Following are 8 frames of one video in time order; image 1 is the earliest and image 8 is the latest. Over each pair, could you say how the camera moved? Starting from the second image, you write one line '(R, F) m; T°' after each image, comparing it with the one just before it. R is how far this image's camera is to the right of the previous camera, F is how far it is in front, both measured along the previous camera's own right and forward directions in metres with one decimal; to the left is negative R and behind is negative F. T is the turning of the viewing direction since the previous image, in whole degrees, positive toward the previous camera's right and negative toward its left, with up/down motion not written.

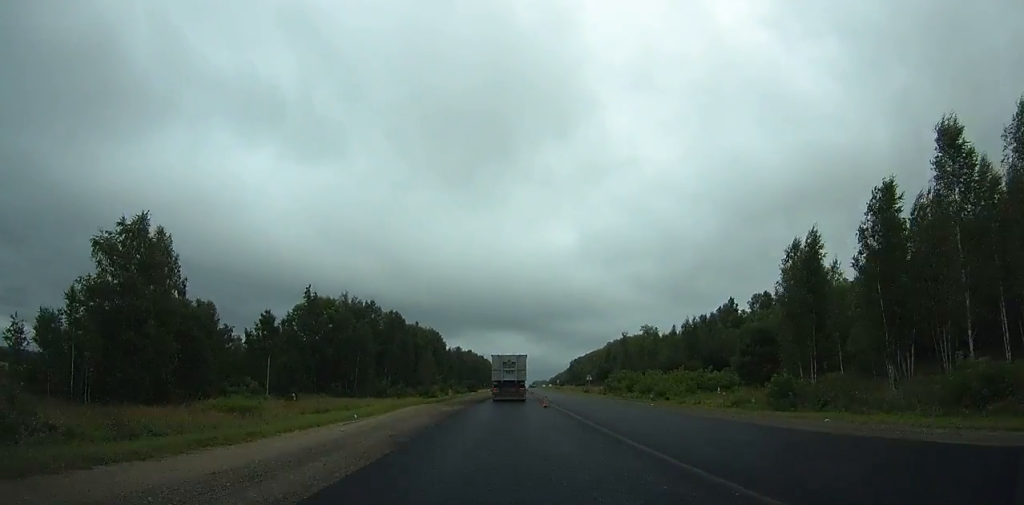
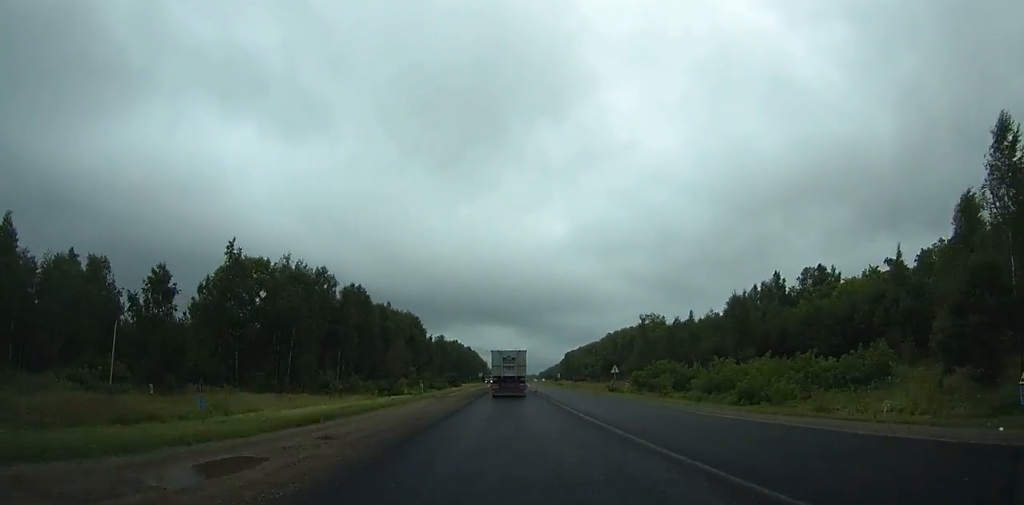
(+0.4, +29.5) m; +1°
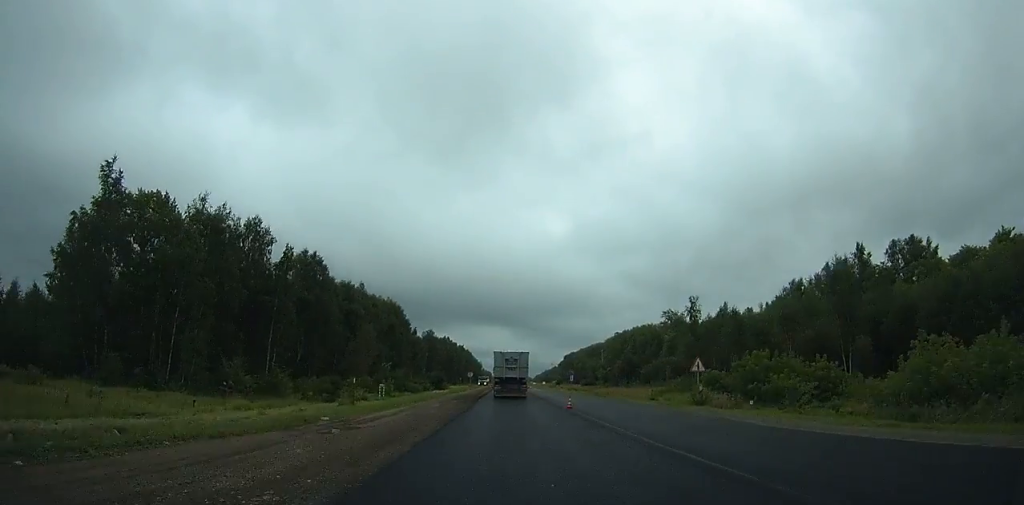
(+0.4, +29.0) m; +1°
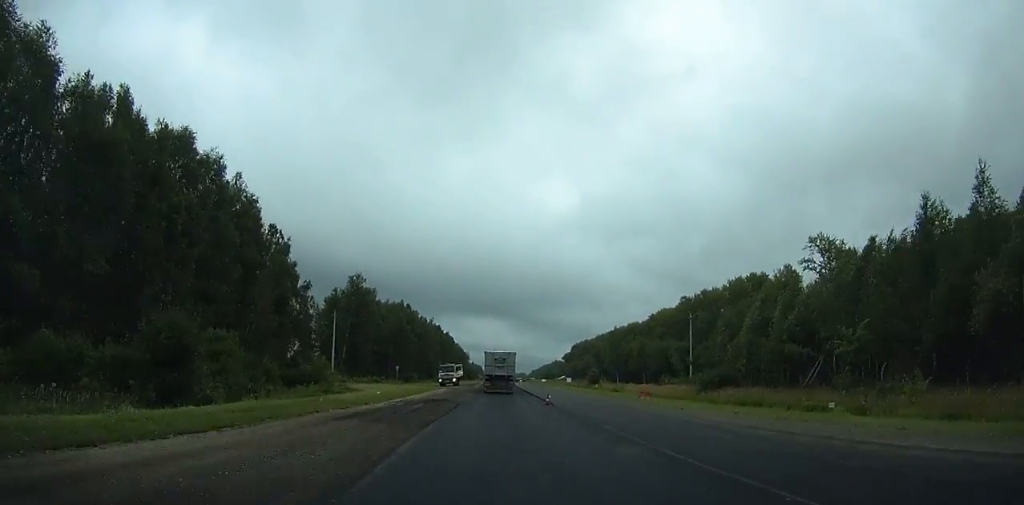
(+1.1, +107.5) m; +1°
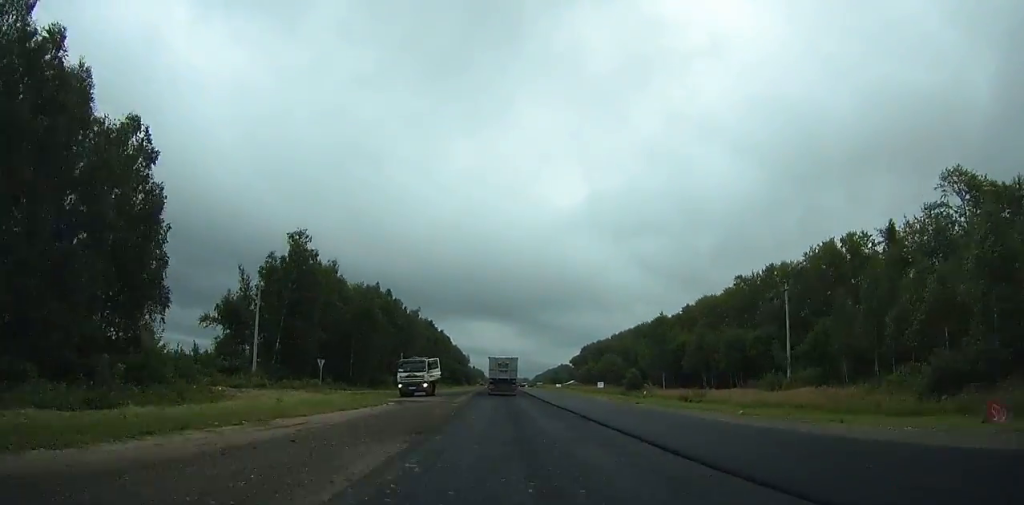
(-0.1, +38.0) m; 0°
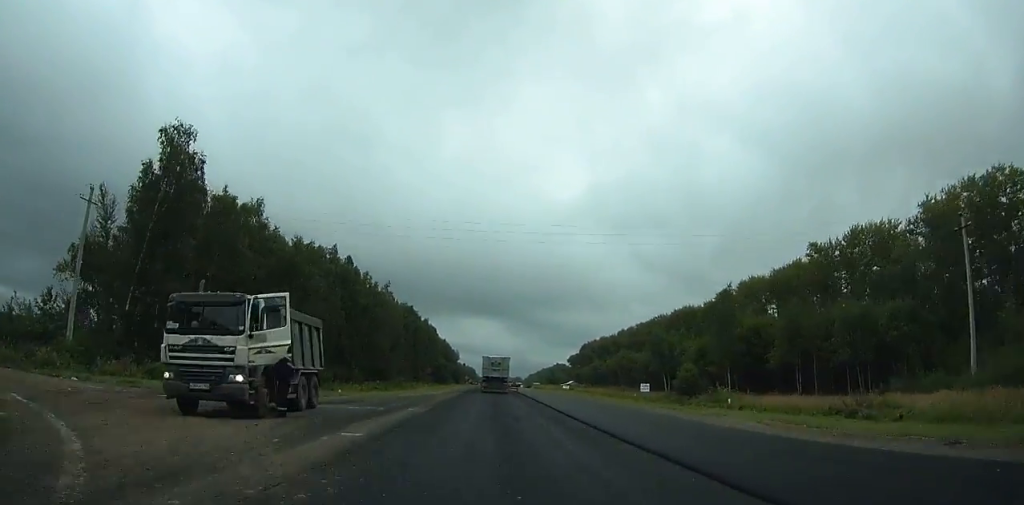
(0.0, +33.7) m; 0°
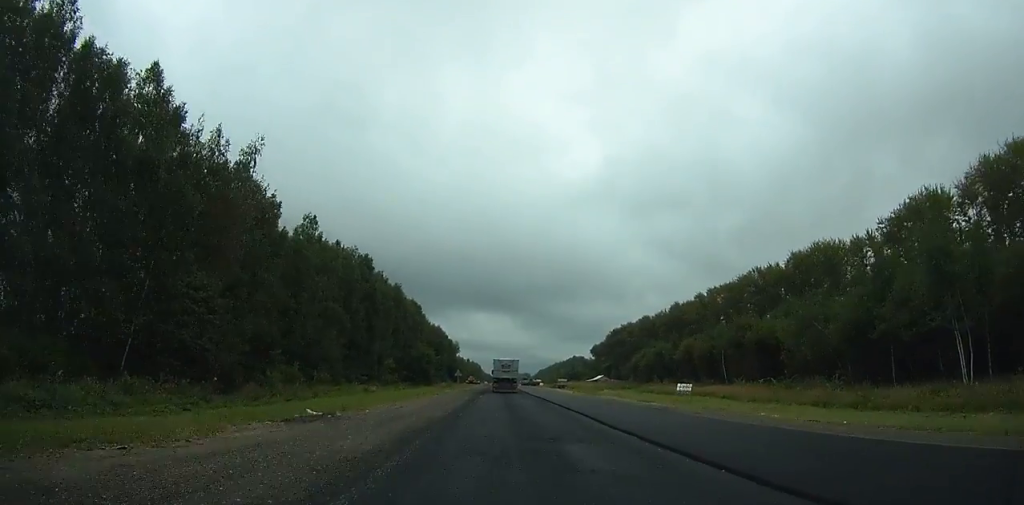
(-0.3, +70.5) m; 0°
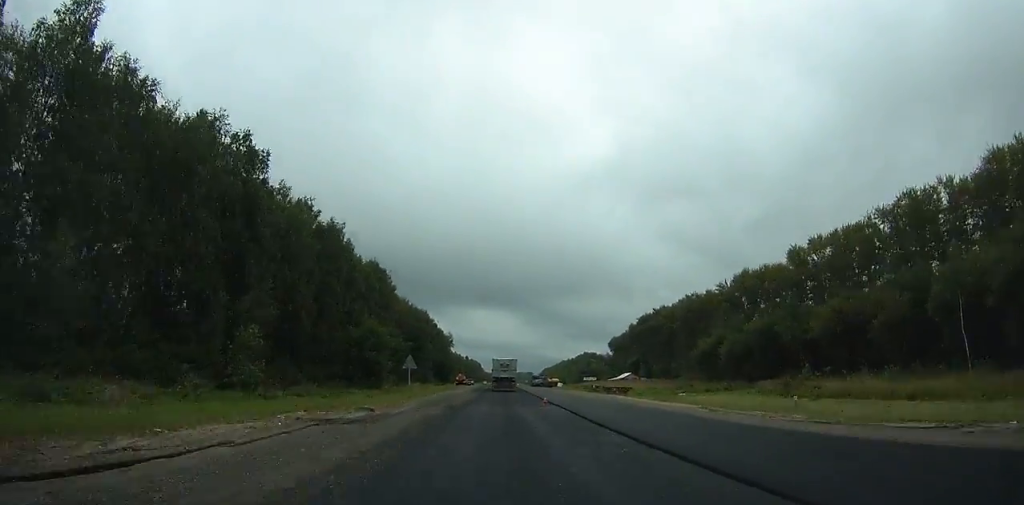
(+0.2, +51.8) m; 0°
